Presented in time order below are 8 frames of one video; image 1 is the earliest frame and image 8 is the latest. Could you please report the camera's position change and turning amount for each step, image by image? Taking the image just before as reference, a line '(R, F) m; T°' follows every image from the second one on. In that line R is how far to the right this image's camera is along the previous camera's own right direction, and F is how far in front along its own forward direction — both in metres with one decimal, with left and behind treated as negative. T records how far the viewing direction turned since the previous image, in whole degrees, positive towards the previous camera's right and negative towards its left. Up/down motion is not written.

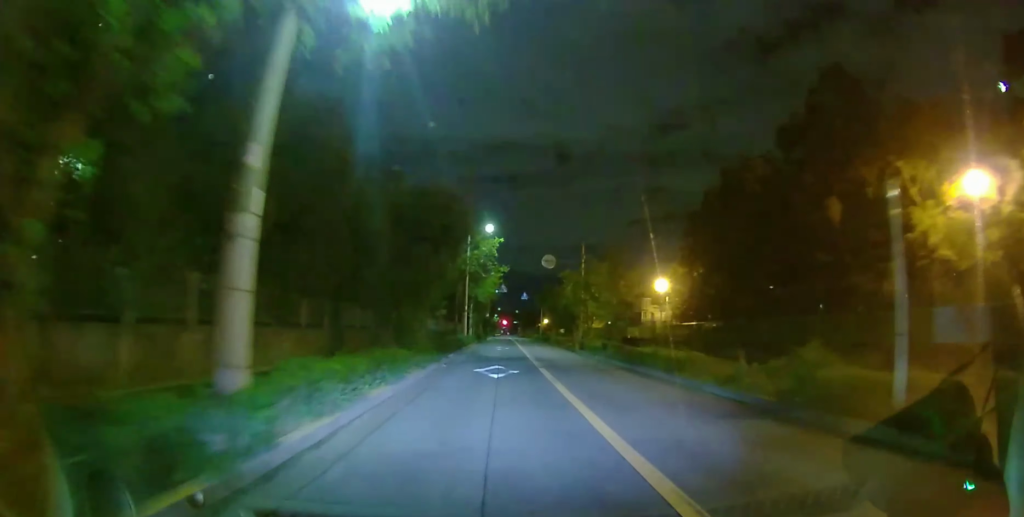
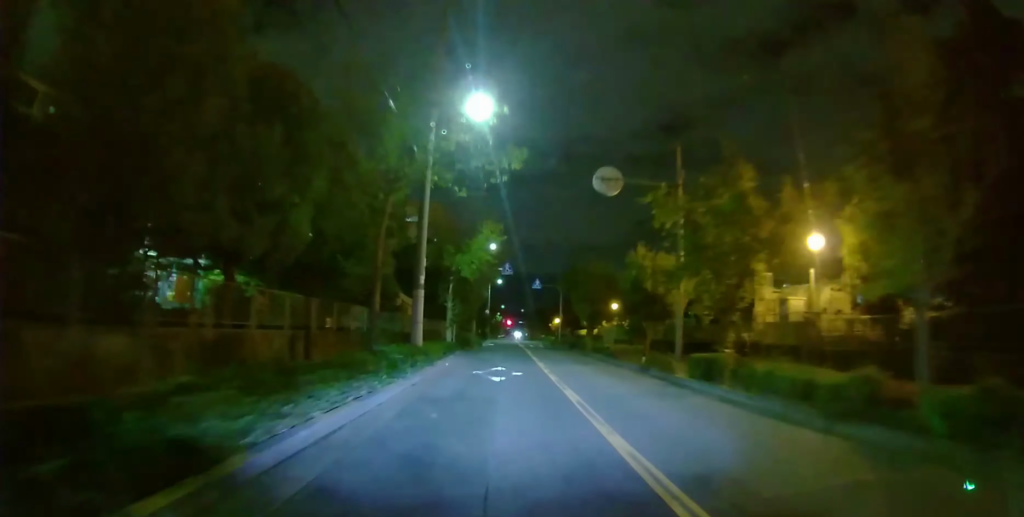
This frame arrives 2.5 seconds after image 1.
(-0.2, +20.7) m; -3°
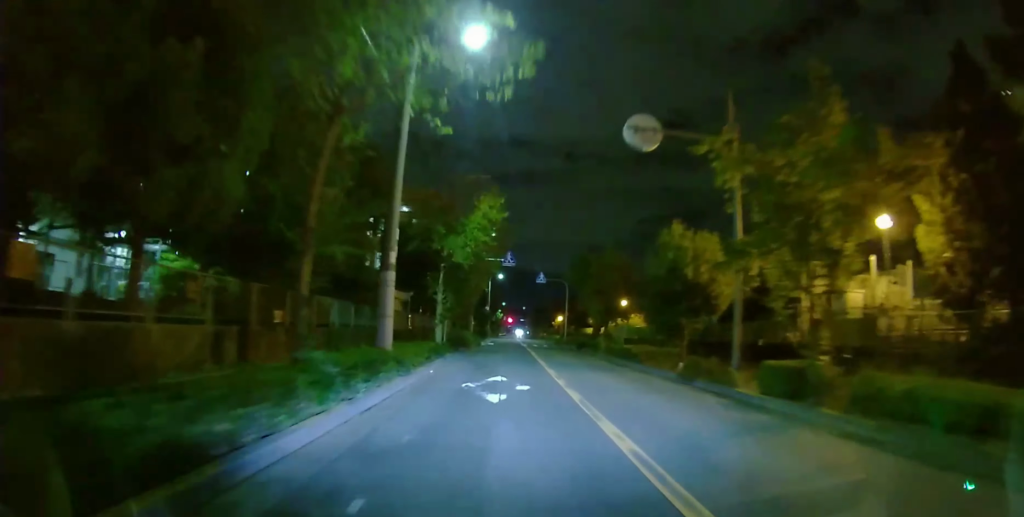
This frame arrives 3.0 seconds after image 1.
(0.0, +4.5) m; 0°
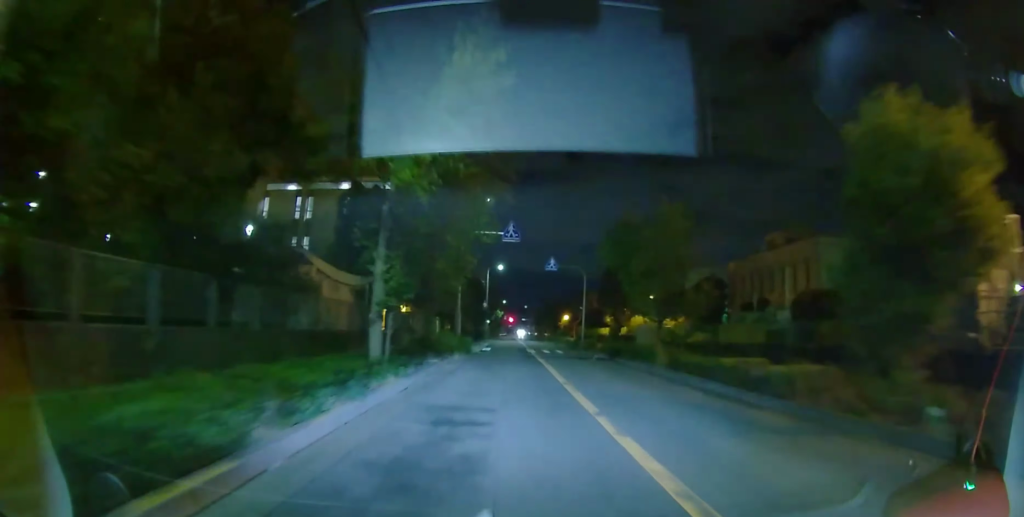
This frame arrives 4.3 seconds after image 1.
(+0.1, +10.6) m; +1°
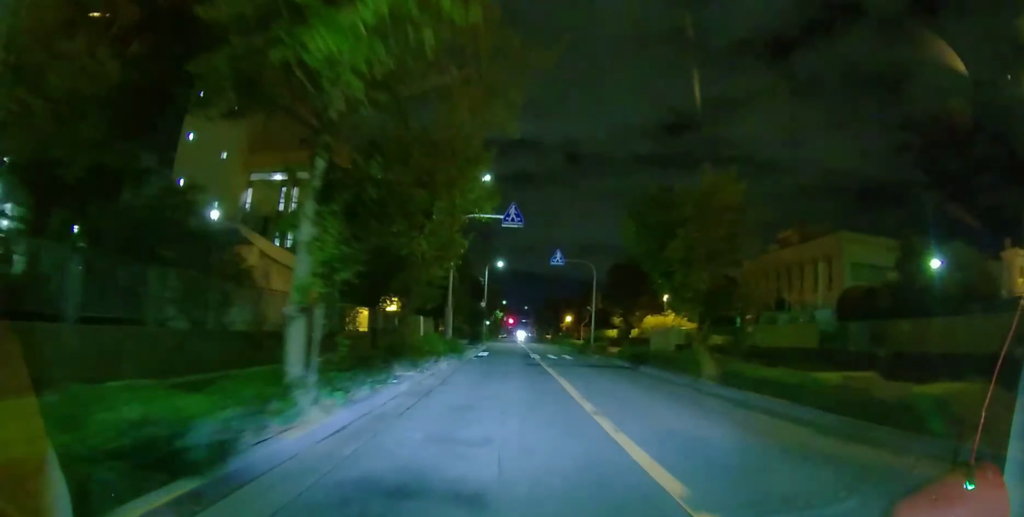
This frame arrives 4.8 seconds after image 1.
(0.0, +4.2) m; 0°
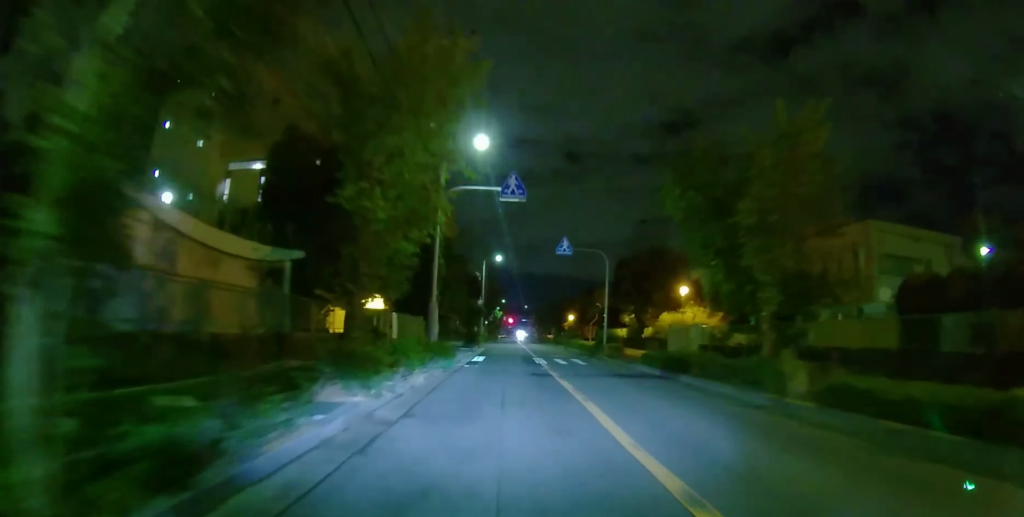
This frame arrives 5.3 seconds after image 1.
(0.0, +4.8) m; 0°
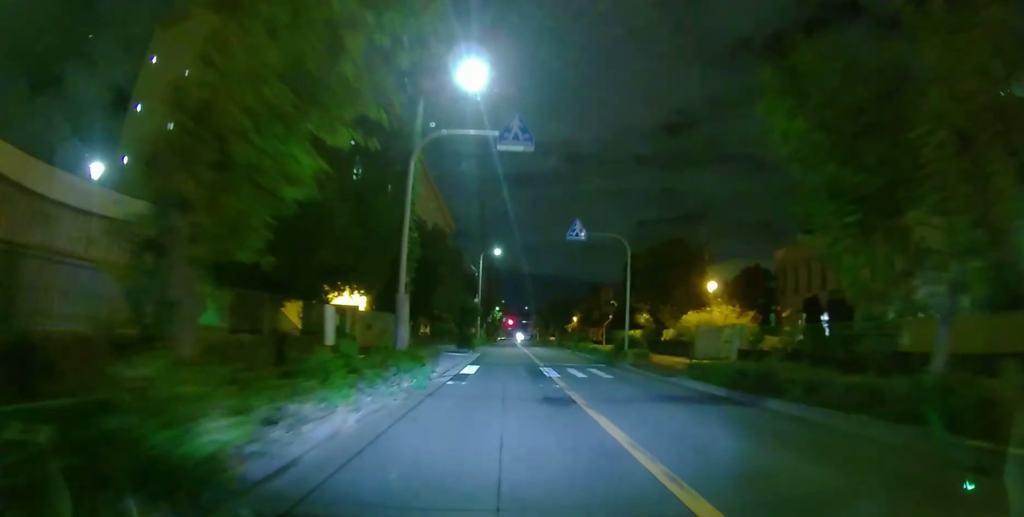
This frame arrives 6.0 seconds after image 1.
(0.0, +5.4) m; 0°
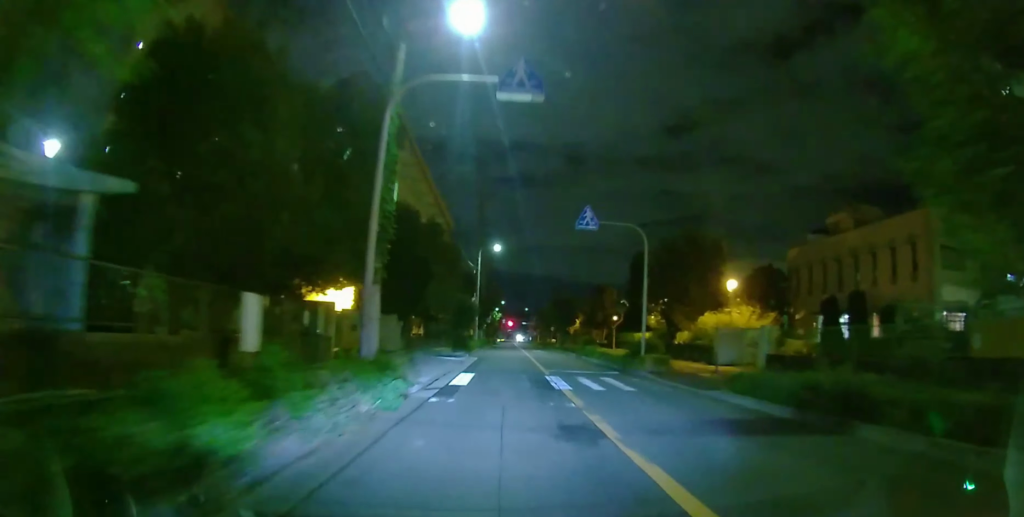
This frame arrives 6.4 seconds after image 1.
(0.0, +3.4) m; 0°
